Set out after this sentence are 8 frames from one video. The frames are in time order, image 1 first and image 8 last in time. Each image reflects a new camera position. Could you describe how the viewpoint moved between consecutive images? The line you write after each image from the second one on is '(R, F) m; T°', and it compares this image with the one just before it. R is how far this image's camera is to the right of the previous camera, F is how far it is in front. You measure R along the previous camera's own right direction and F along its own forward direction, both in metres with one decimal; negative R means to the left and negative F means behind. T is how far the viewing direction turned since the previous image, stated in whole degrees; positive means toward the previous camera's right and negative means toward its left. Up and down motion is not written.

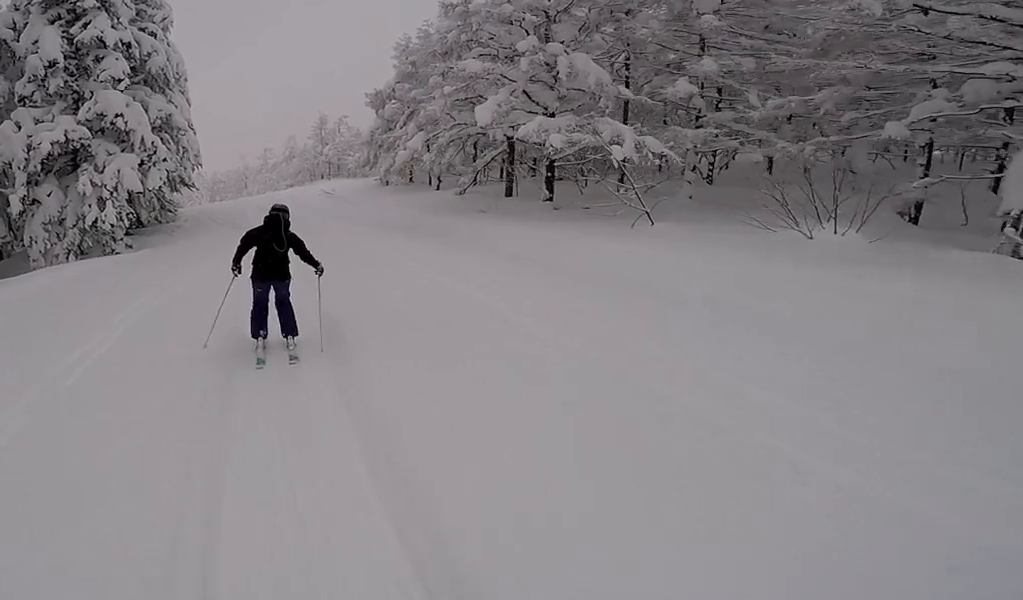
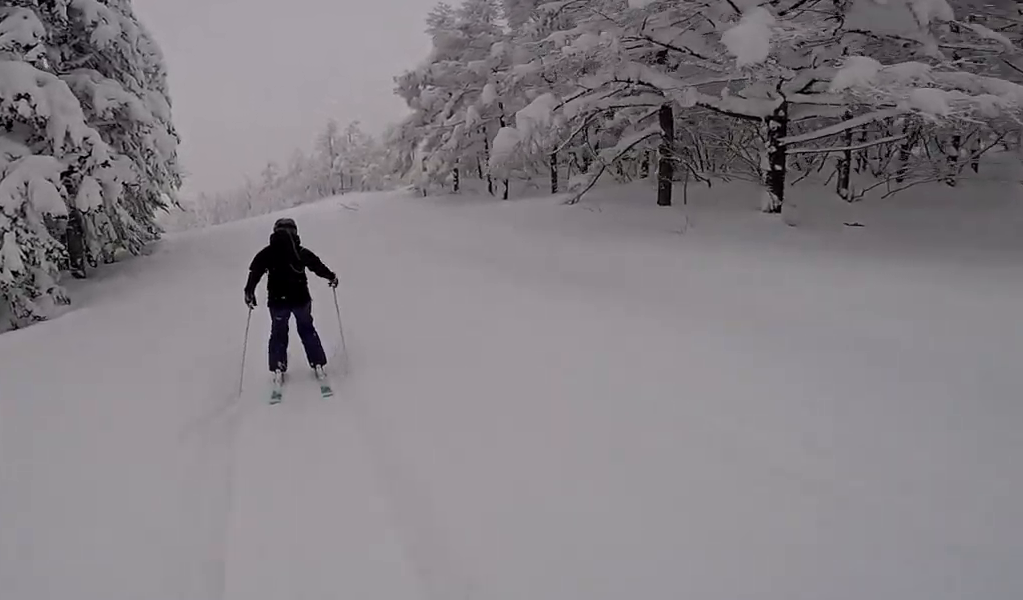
(-1.6, +8.5) m; -4°
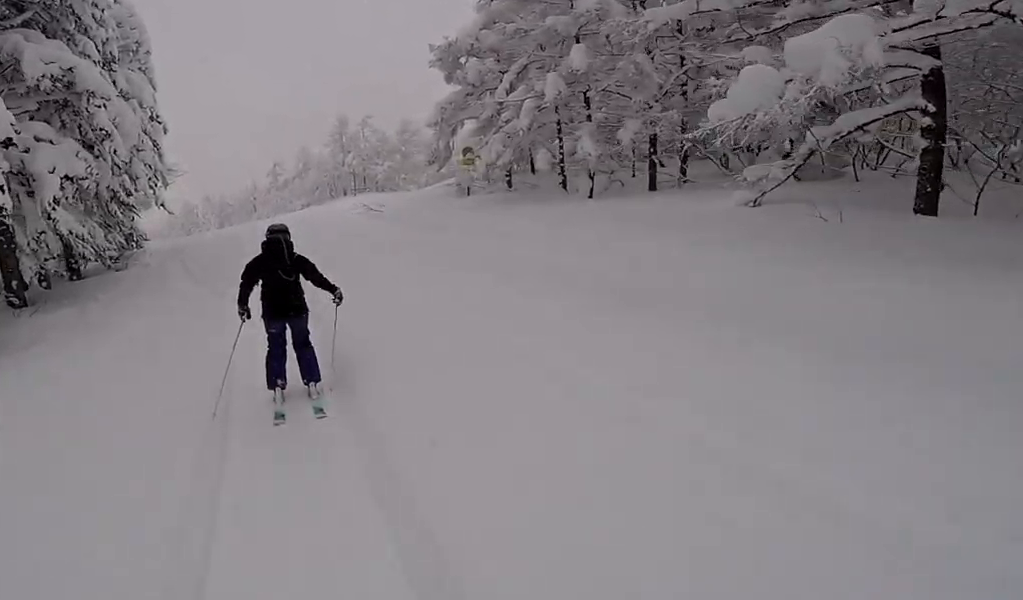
(+1.5, +5.6) m; +15°
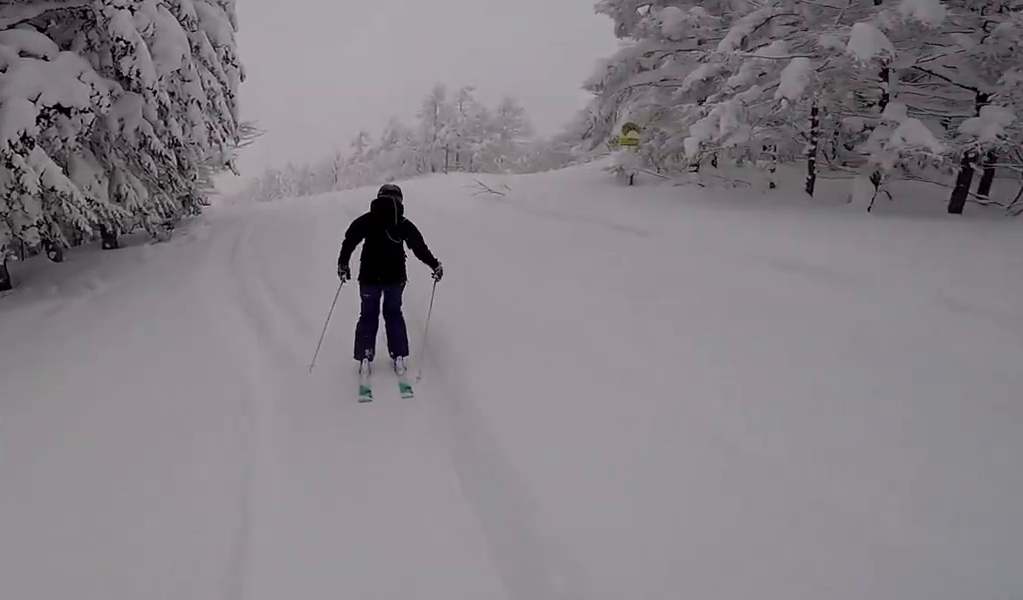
(+0.2, +5.7) m; -12°
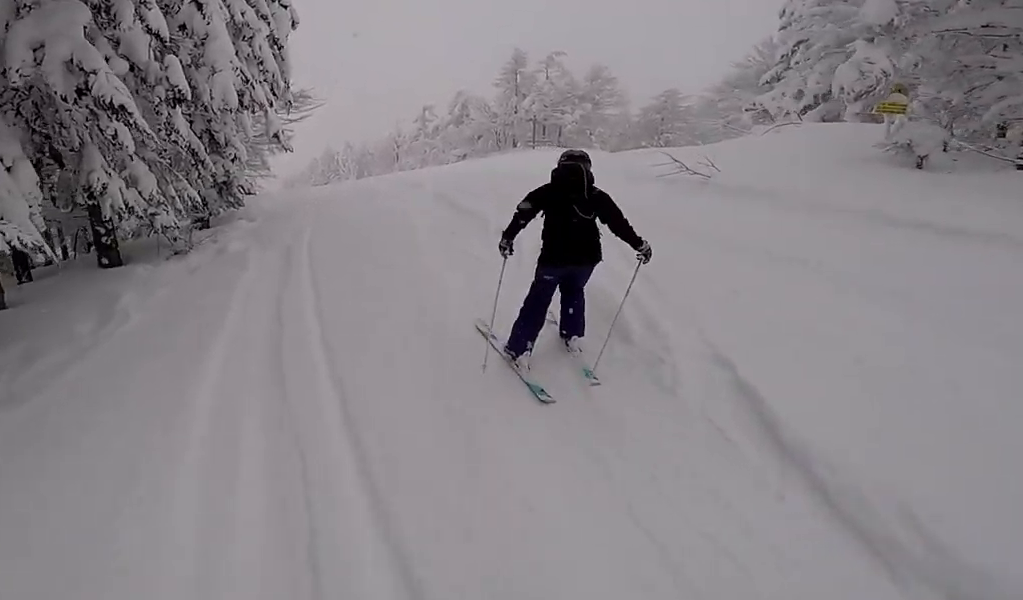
(-1.7, +5.8) m; -18°
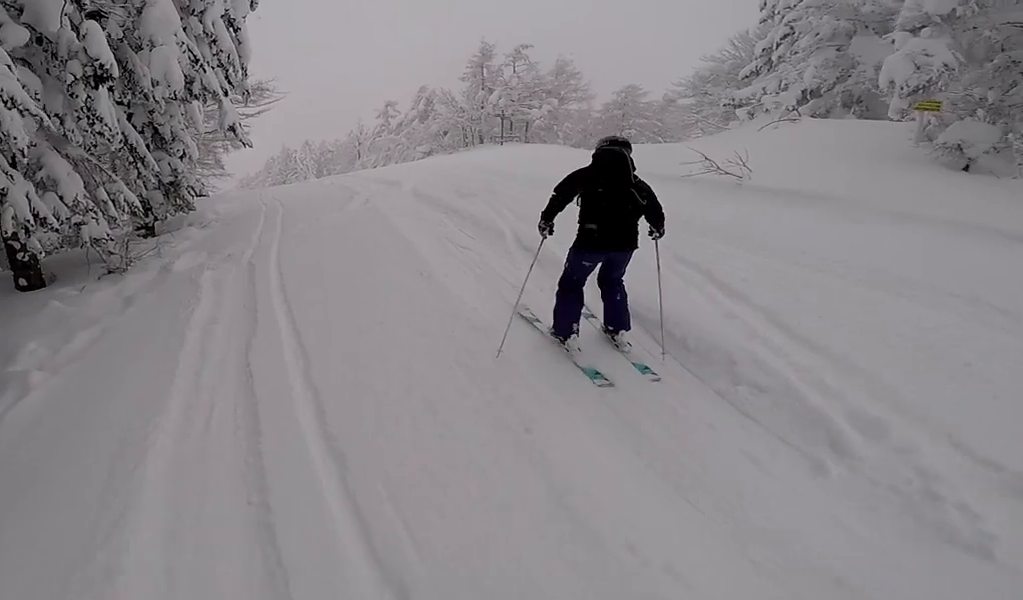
(0.0, +1.8) m; +1°
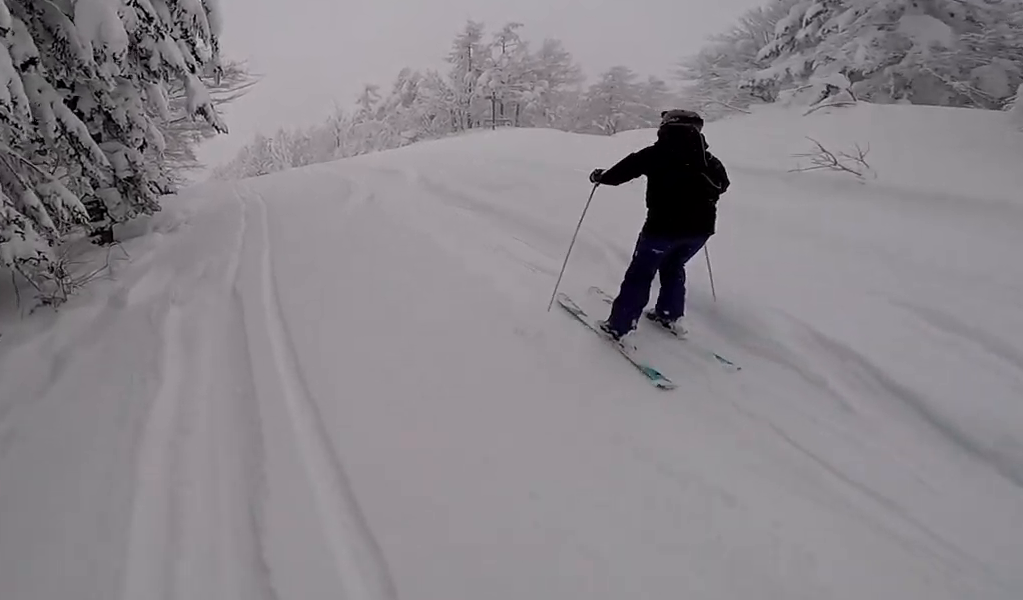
(0.0, +2.3) m; +4°
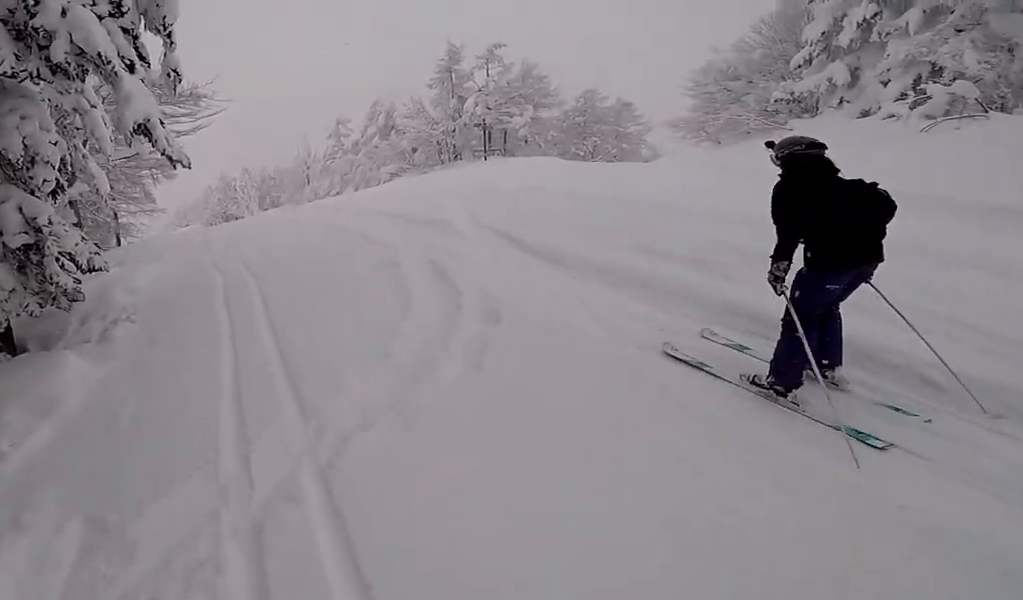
(+0.8, +4.5) m; +17°
